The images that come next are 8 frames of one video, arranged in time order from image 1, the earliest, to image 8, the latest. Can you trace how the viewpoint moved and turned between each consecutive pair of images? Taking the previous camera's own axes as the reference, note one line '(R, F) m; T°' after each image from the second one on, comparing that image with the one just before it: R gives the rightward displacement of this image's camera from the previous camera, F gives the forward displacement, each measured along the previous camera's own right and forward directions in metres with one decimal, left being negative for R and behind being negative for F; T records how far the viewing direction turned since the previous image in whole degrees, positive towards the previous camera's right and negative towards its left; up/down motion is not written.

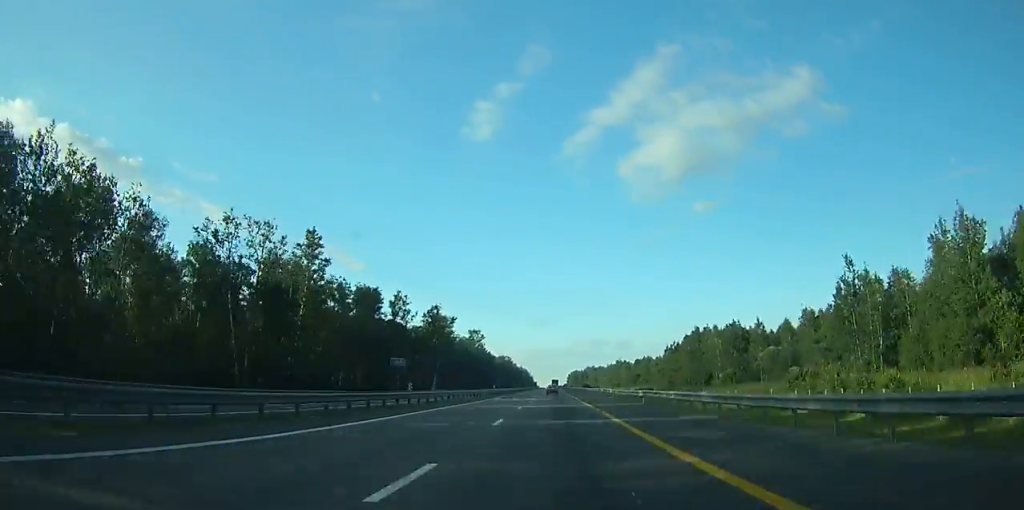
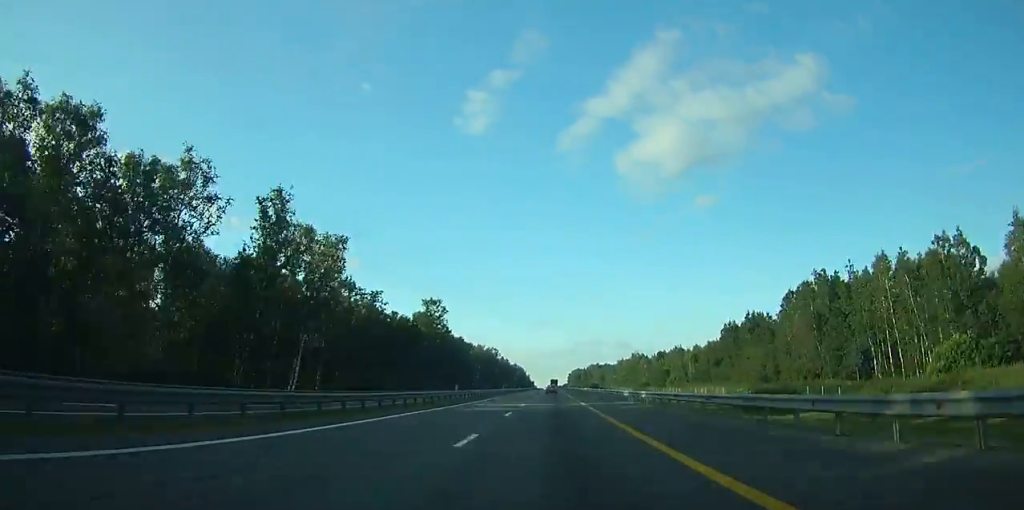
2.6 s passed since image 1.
(0.0, +76.3) m; 0°
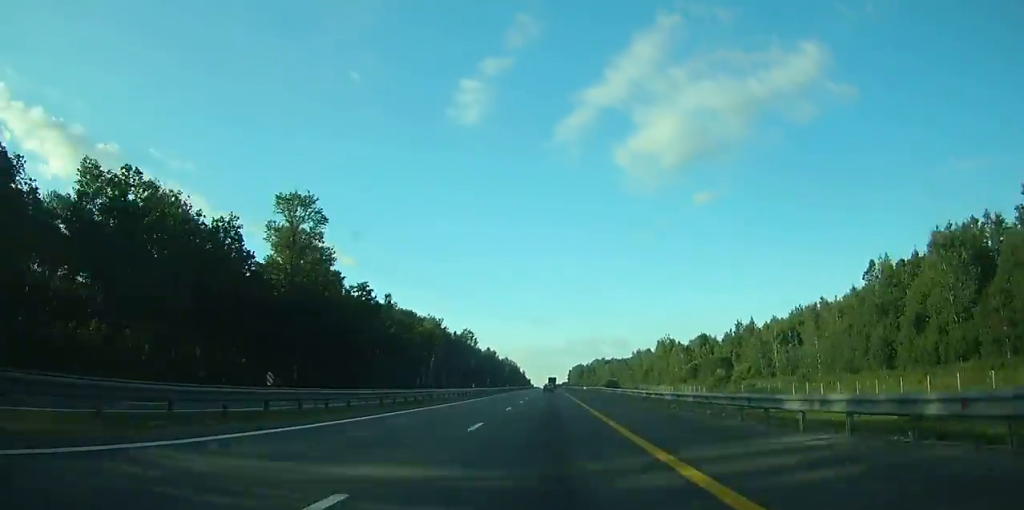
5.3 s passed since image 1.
(0.0, +79.4) m; 0°
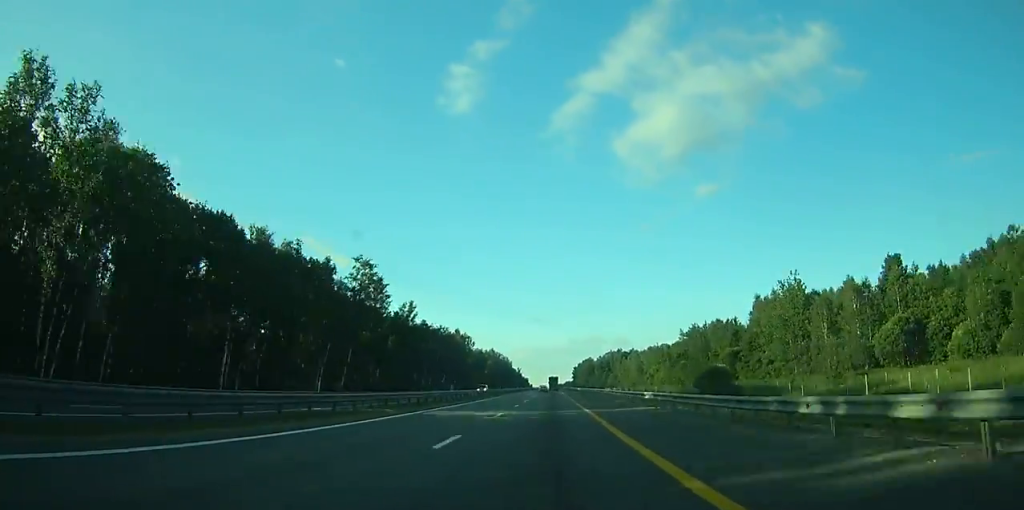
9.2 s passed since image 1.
(-0.1, +115.8) m; 0°
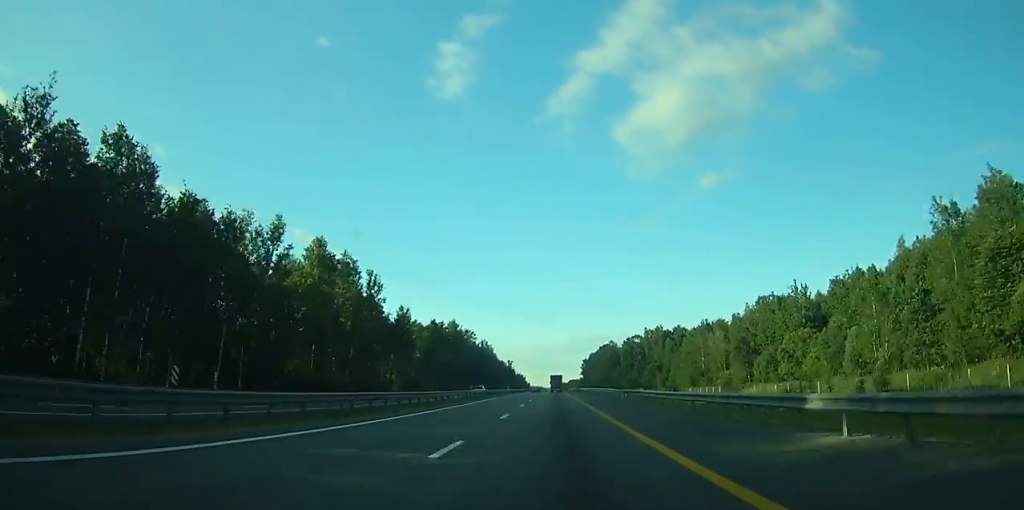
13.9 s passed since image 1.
(-0.5, +145.9) m; 0°
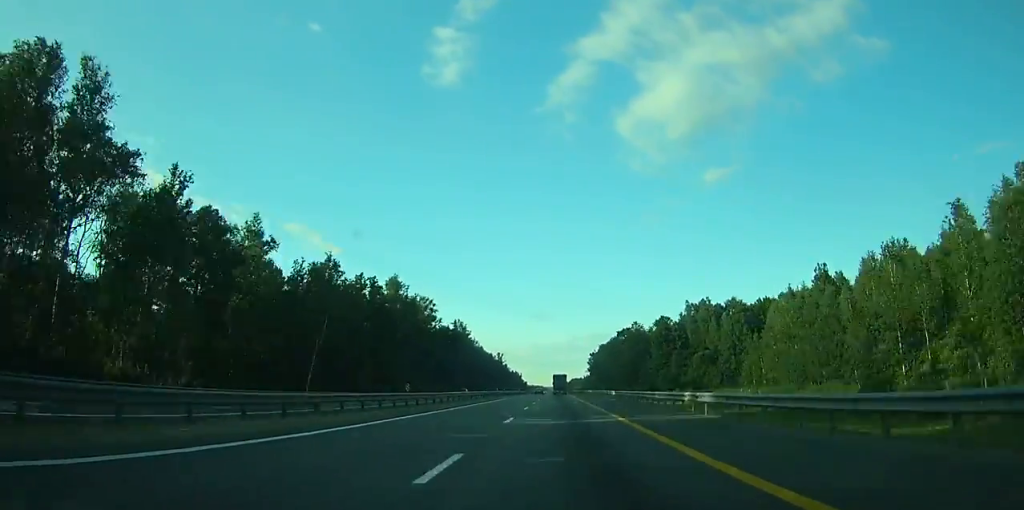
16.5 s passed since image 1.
(0.0, +78.2) m; 0°
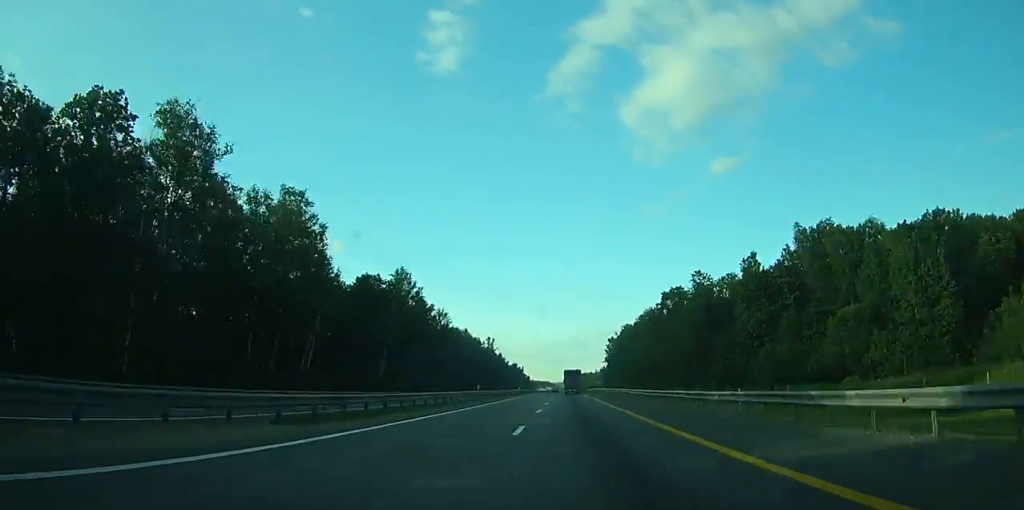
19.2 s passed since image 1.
(-0.1, +78.4) m; 0°
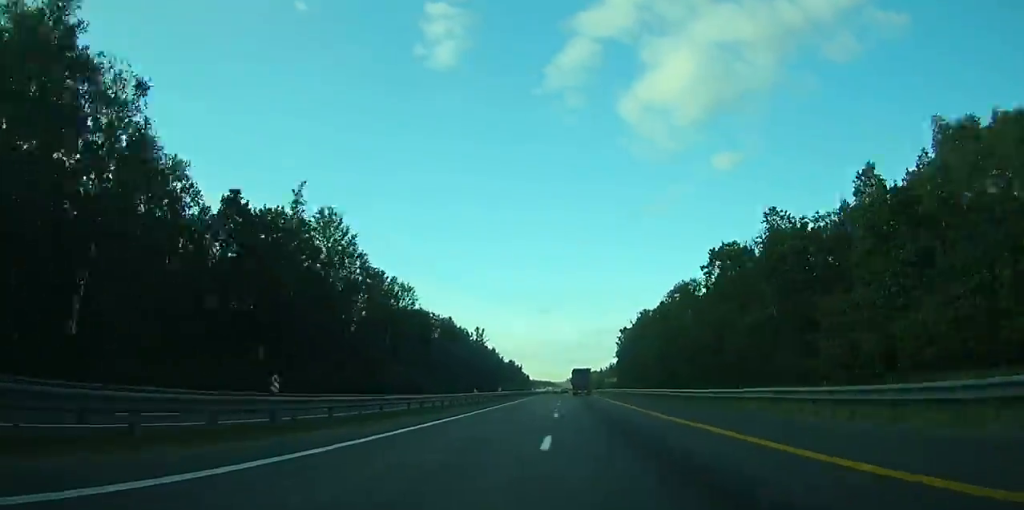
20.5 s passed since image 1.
(0.0, +39.0) m; 0°
